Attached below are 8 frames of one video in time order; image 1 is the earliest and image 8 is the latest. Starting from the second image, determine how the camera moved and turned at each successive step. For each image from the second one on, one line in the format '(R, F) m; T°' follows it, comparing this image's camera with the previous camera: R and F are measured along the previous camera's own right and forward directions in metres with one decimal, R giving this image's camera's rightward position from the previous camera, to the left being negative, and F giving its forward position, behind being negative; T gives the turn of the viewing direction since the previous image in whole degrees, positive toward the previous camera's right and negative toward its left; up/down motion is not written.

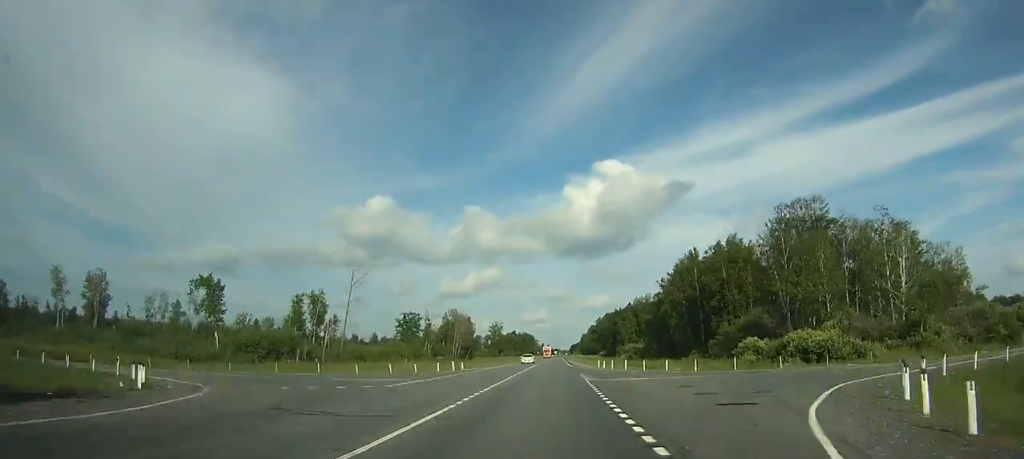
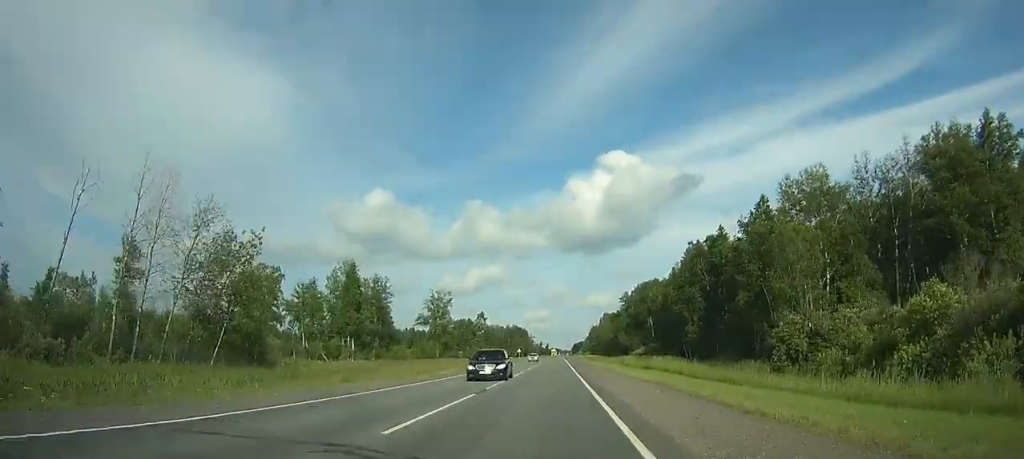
(-0.2, +128.0) m; 0°
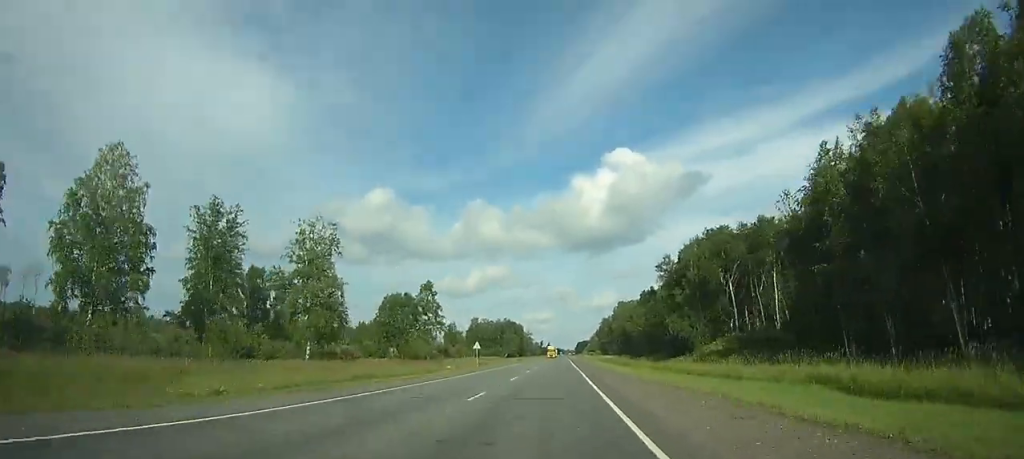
(0.0, +71.0) m; 0°
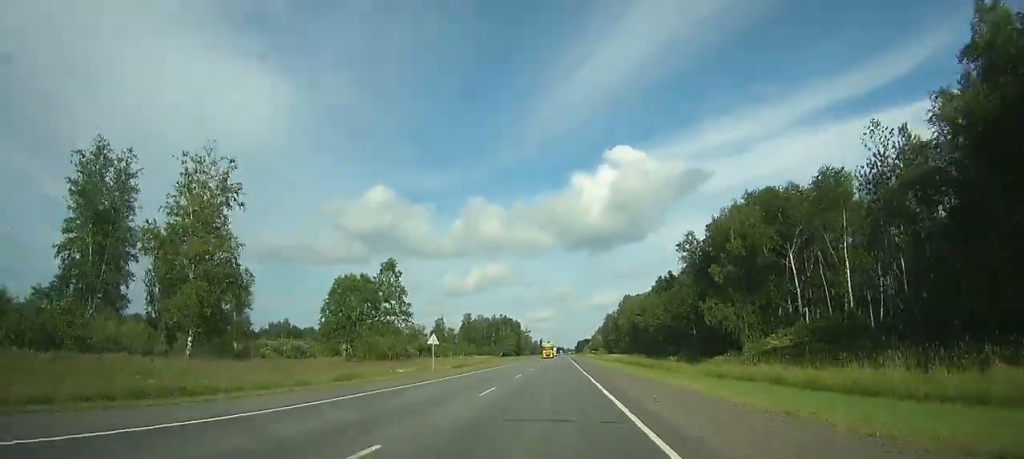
(0.0, +21.8) m; 0°
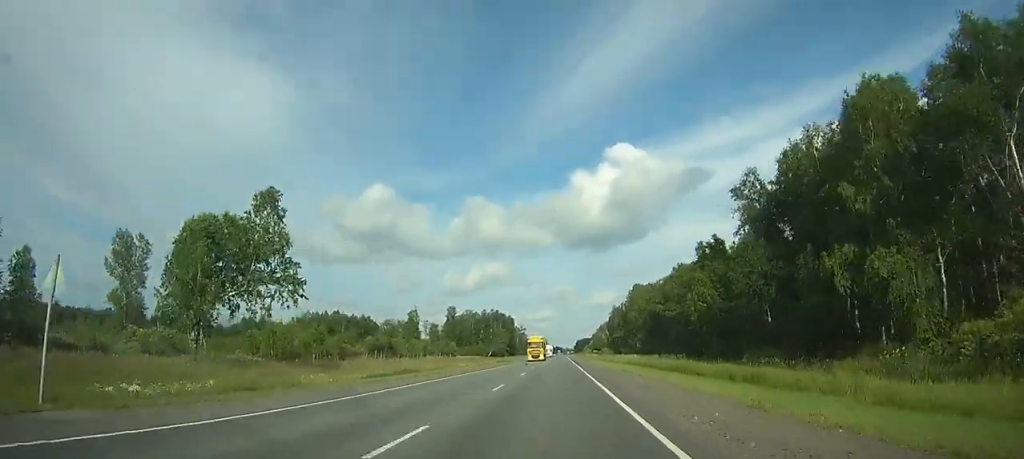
(+0.1, +31.6) m; 0°
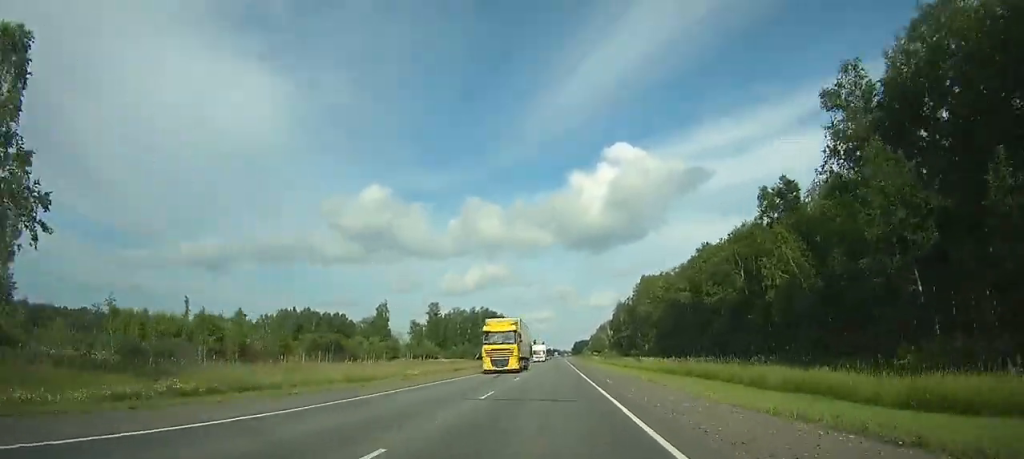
(0.0, +24.8) m; 0°
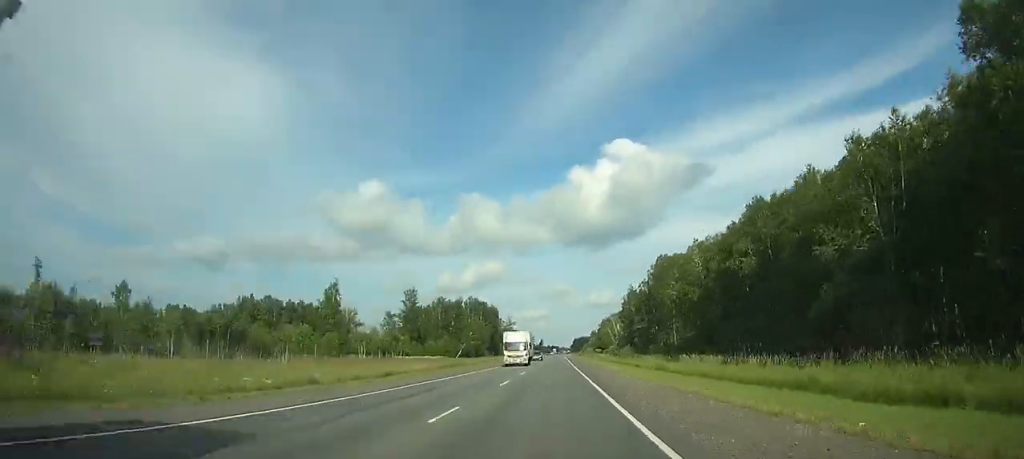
(0.0, +28.9) m; 0°
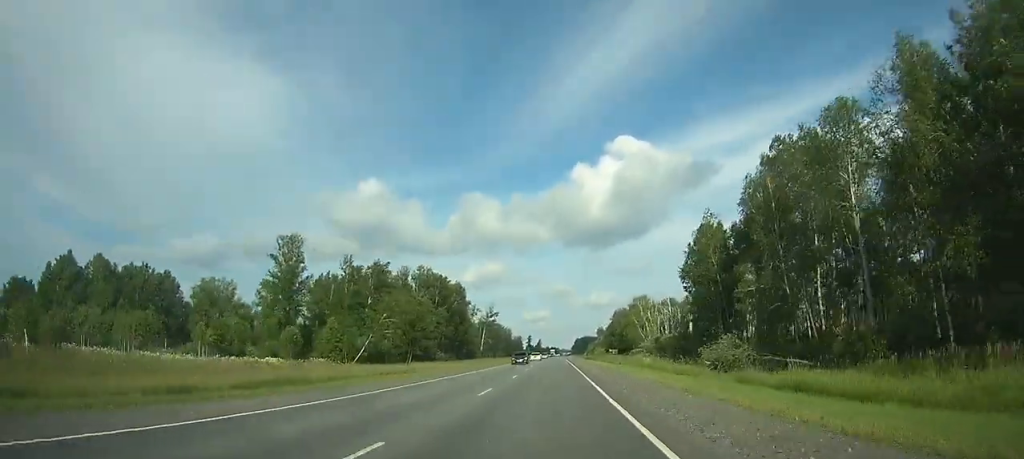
(+0.1, +79.3) m; 0°
